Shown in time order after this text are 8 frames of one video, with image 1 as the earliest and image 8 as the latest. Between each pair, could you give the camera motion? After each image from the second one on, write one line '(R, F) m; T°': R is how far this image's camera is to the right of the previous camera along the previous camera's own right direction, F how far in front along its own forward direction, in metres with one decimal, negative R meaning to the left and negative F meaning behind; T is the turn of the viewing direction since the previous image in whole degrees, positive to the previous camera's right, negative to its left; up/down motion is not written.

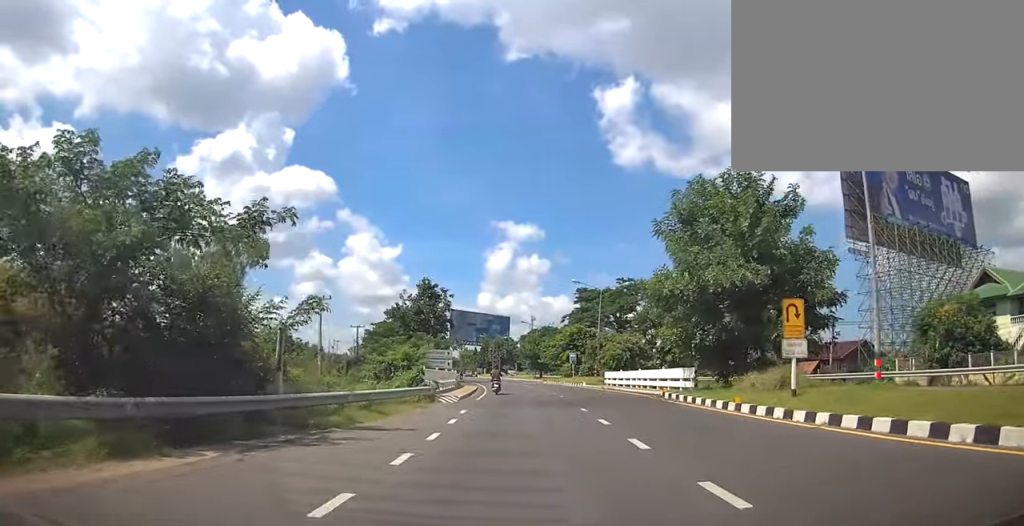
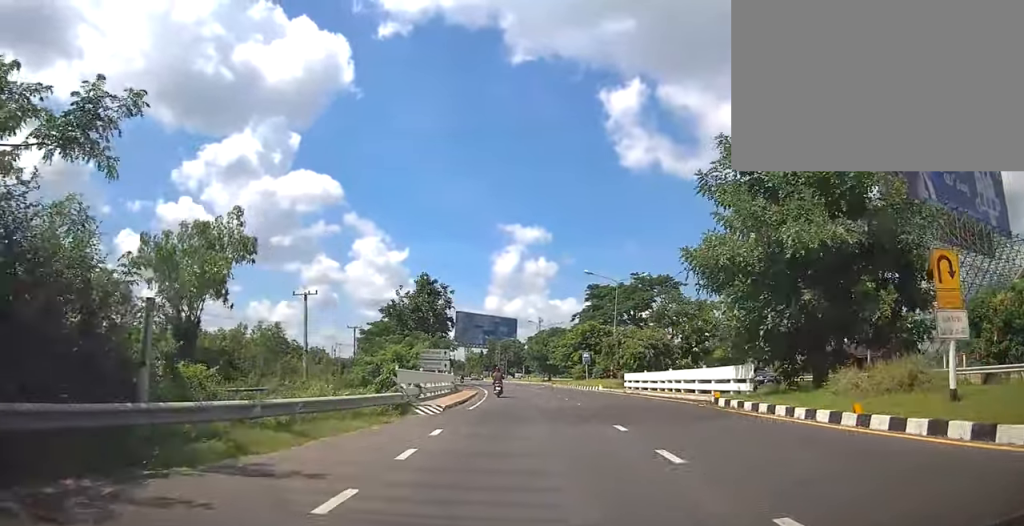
(0.0, +5.8) m; 0°
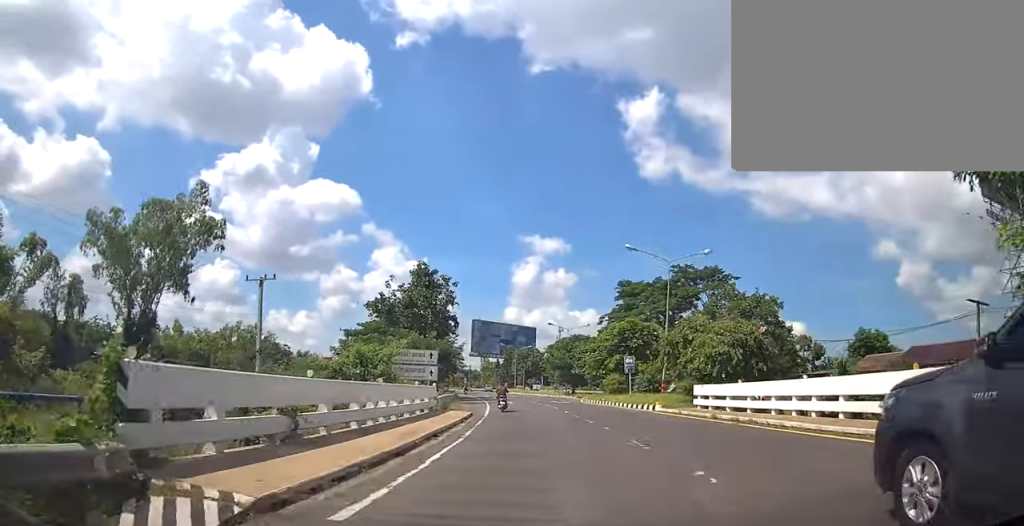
(0.0, +13.0) m; -2°
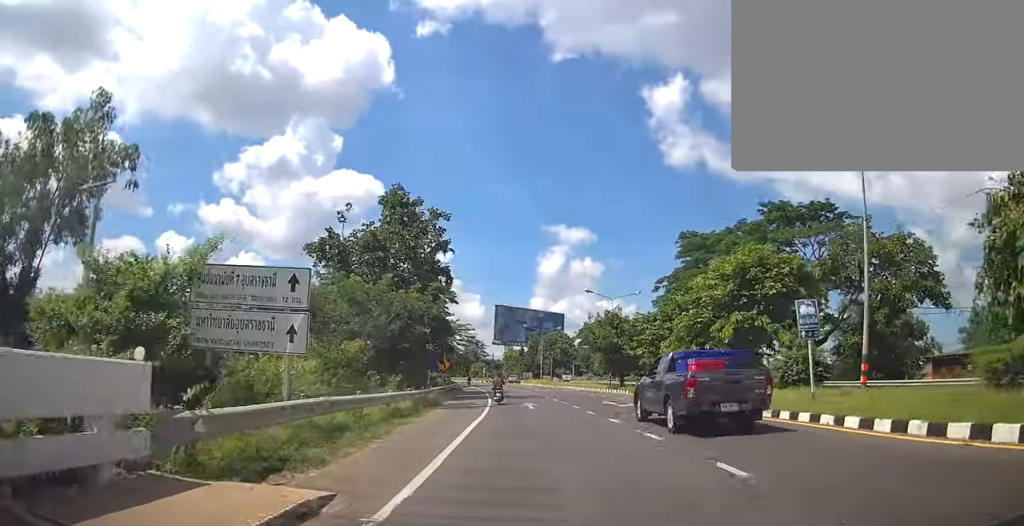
(-0.5, +20.1) m; -4°
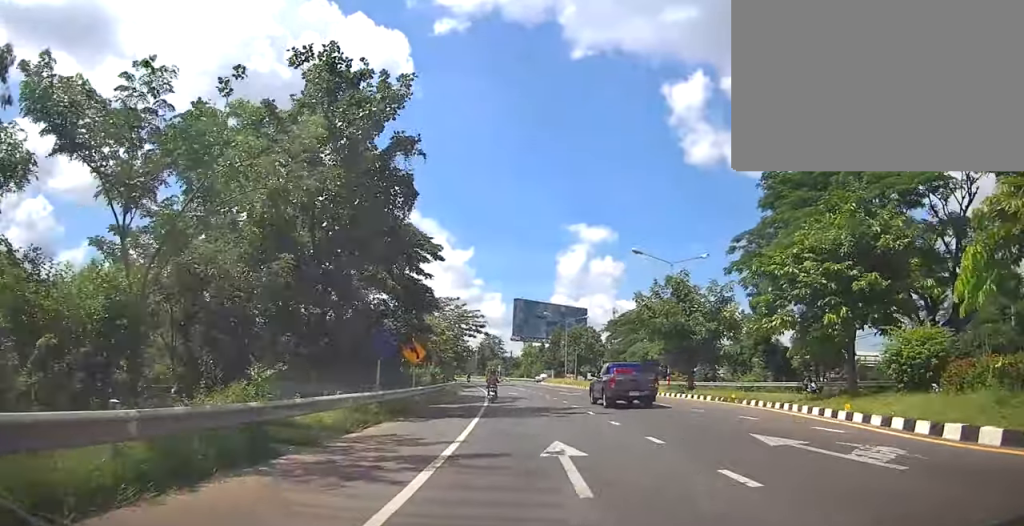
(-1.3, +16.8) m; -1°
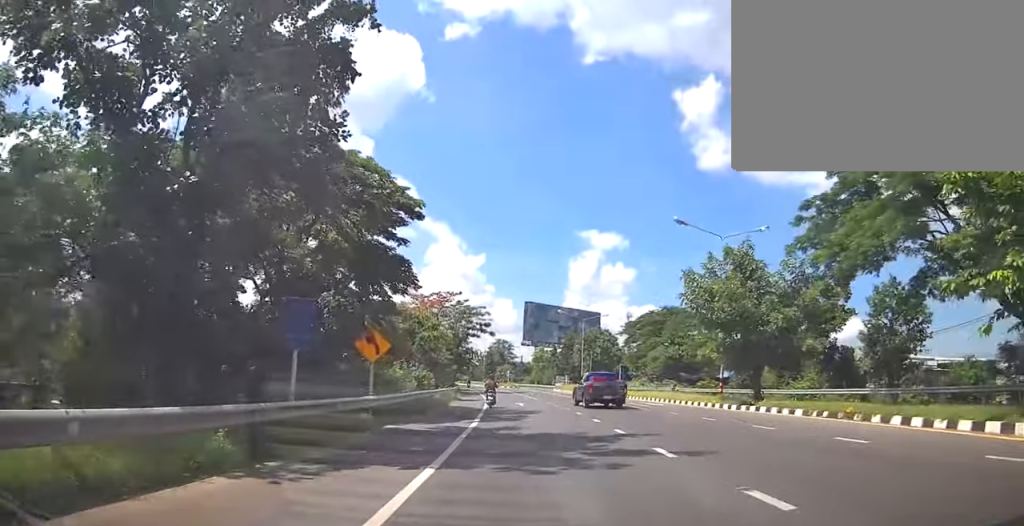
(+0.7, +8.9) m; 0°
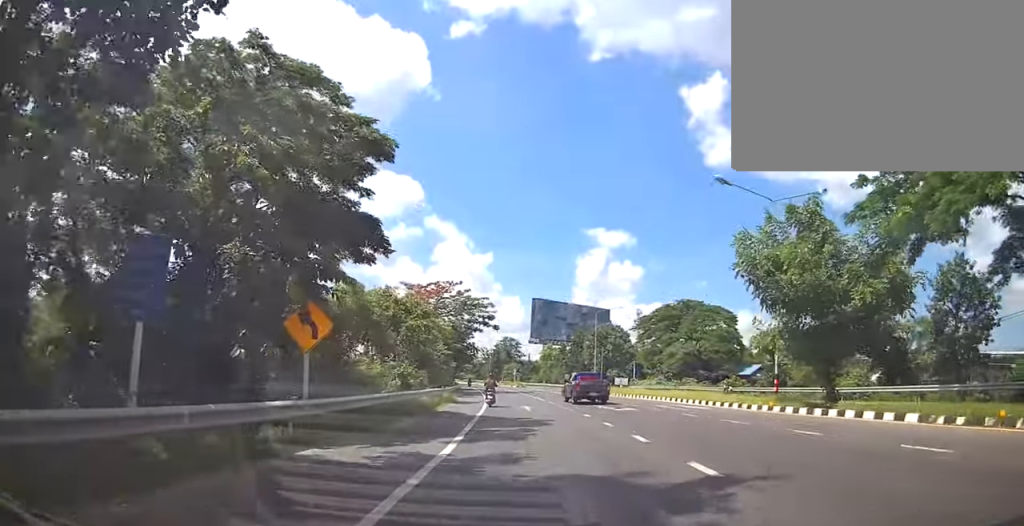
(+0.7, +6.1) m; 0°
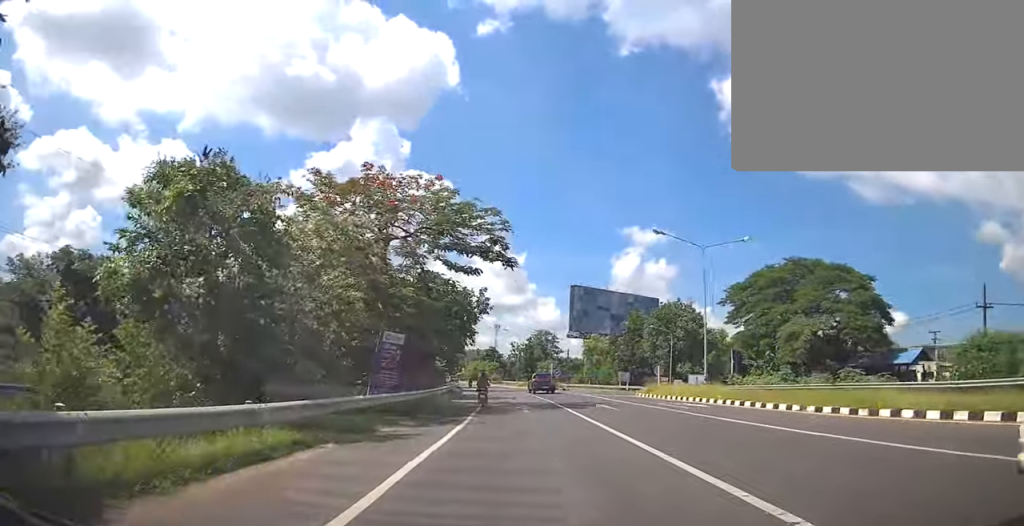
(-3.9, +30.2) m; -8°
